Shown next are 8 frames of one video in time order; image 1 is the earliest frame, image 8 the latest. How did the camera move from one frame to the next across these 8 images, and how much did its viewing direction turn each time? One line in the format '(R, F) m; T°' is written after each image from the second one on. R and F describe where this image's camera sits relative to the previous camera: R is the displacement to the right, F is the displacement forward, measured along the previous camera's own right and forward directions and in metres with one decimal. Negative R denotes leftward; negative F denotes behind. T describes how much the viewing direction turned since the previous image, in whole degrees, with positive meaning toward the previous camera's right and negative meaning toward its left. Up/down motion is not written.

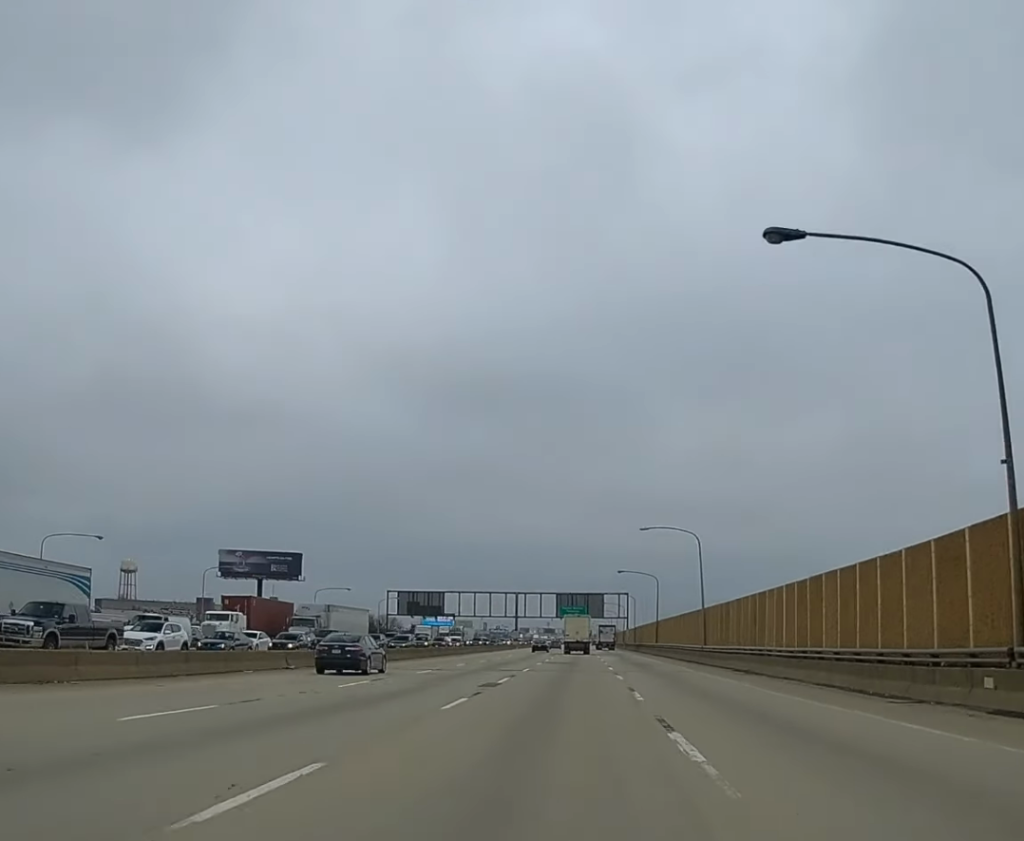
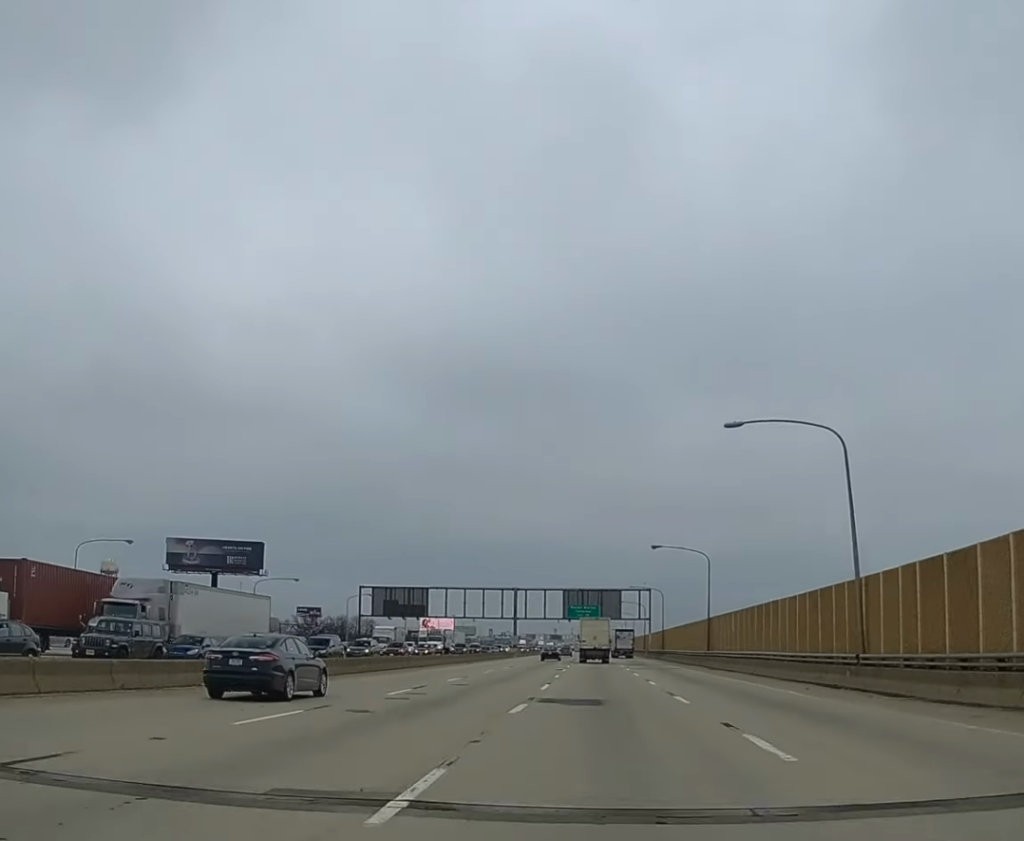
(+0.1, +35.8) m; 0°
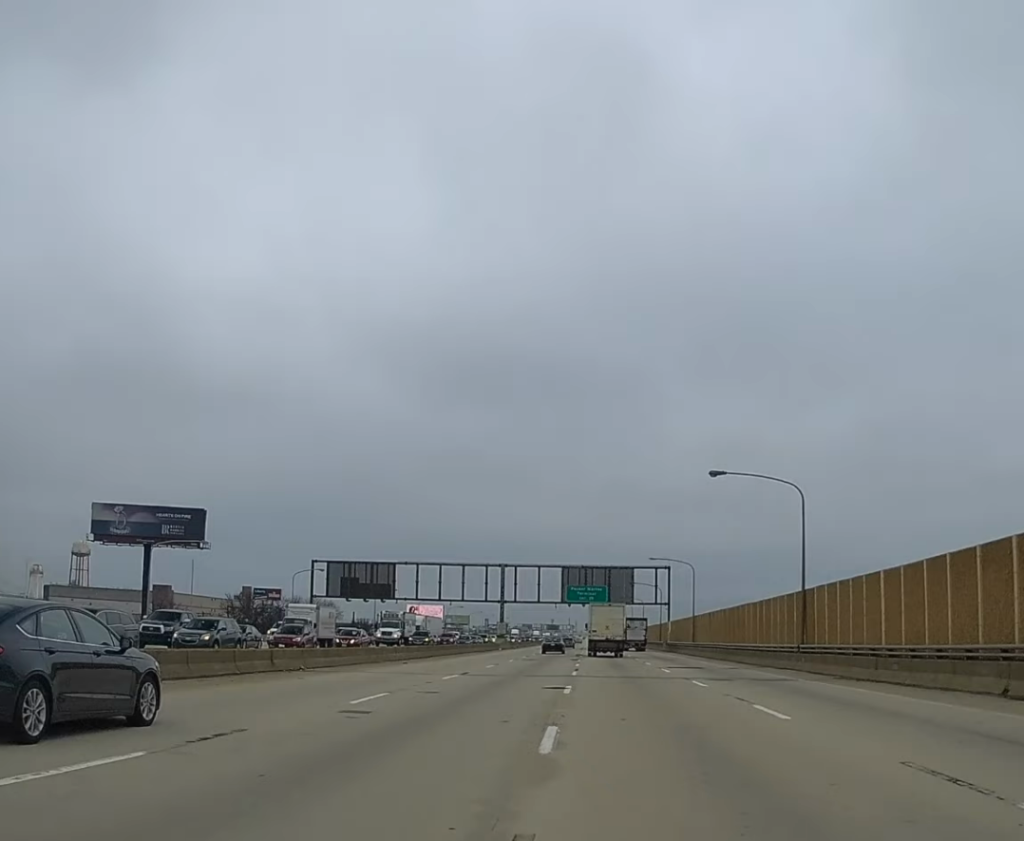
(+0.2, +32.4) m; 0°
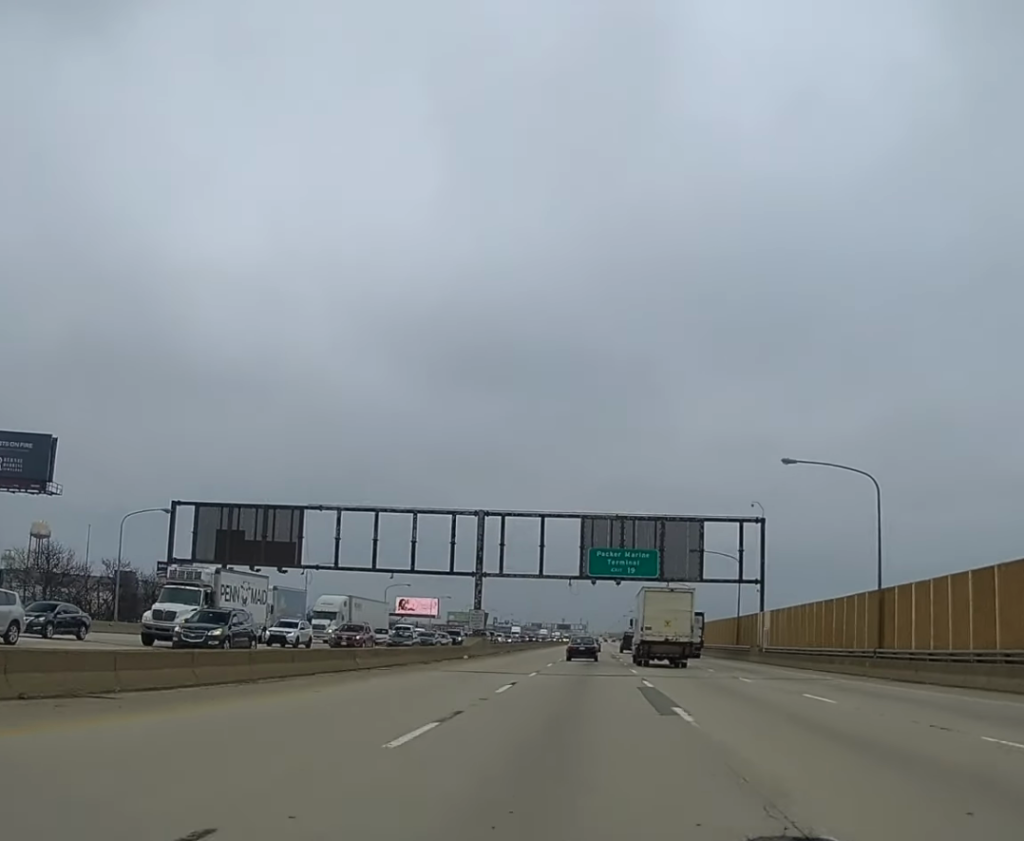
(-0.6, +56.3) m; 0°
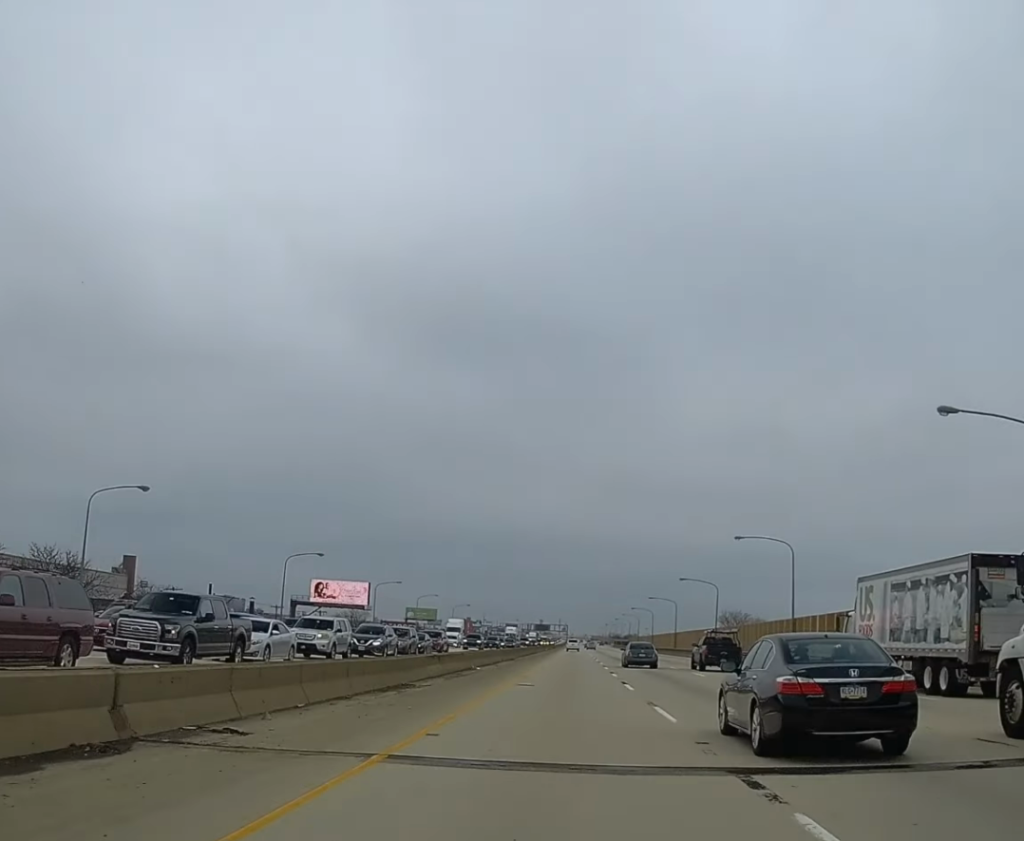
(-0.2, +105.6) m; 0°
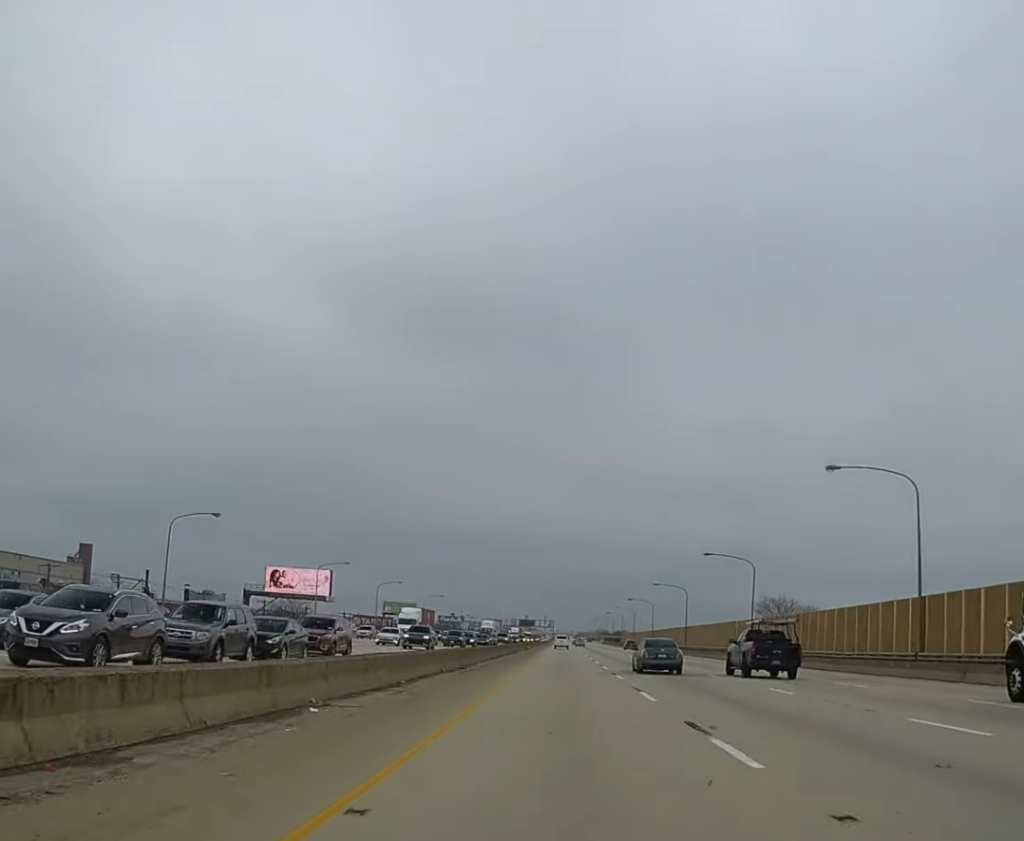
(+0.3, +30.3) m; 0°
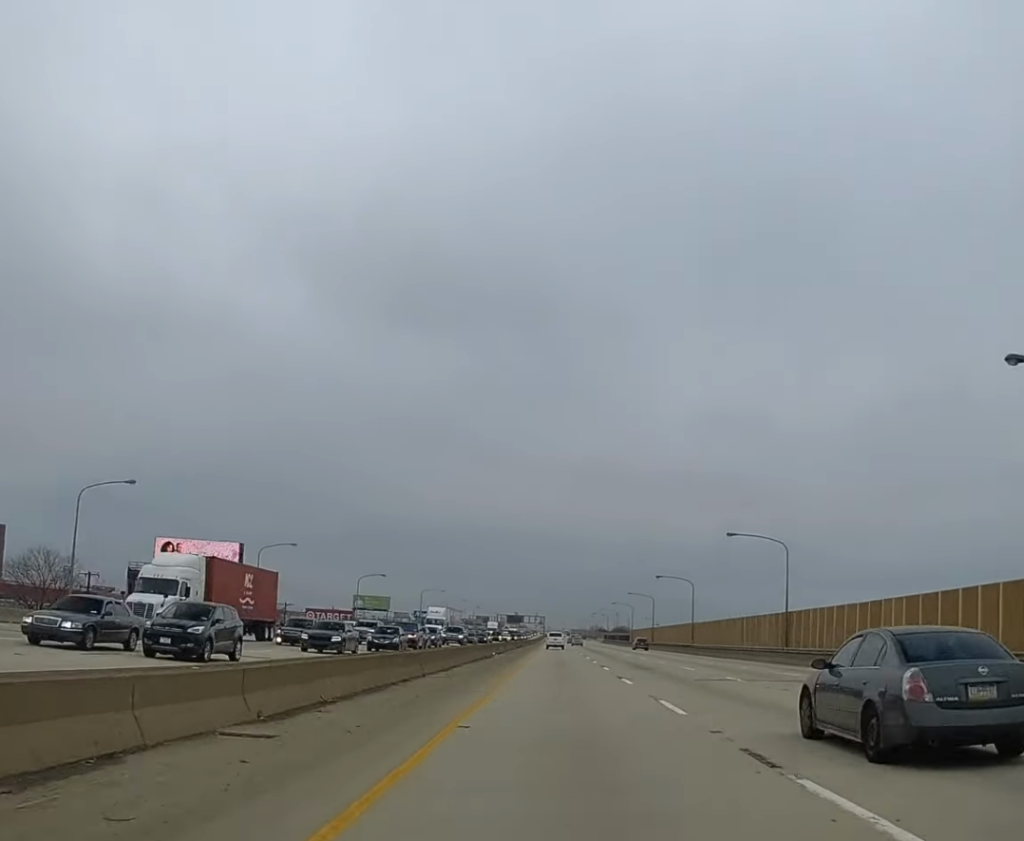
(+0.6, +64.8) m; +1°
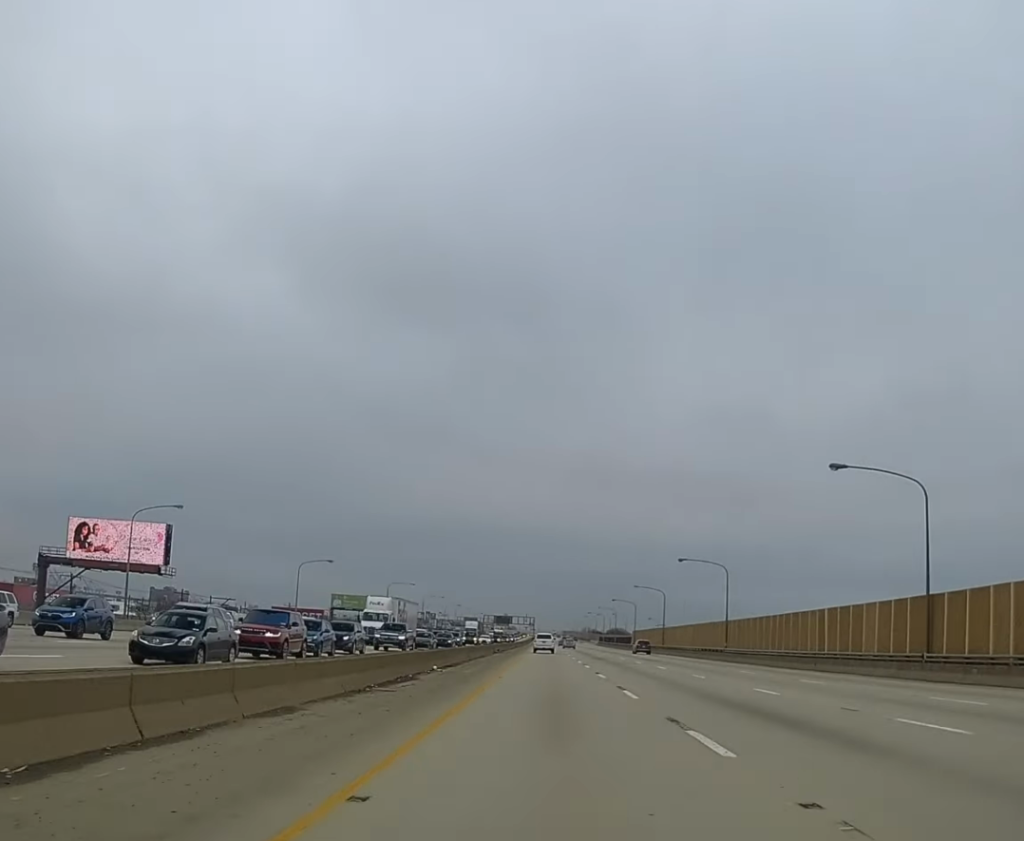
(+0.1, +30.8) m; +1°
